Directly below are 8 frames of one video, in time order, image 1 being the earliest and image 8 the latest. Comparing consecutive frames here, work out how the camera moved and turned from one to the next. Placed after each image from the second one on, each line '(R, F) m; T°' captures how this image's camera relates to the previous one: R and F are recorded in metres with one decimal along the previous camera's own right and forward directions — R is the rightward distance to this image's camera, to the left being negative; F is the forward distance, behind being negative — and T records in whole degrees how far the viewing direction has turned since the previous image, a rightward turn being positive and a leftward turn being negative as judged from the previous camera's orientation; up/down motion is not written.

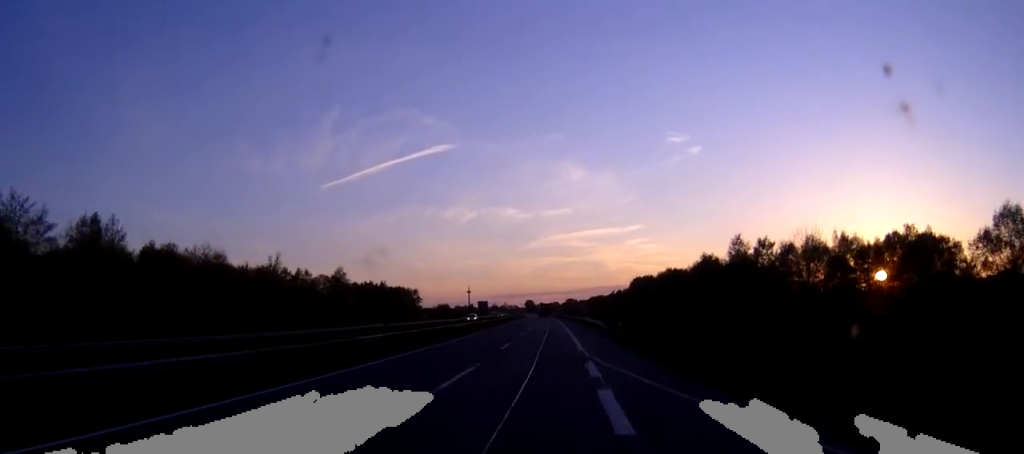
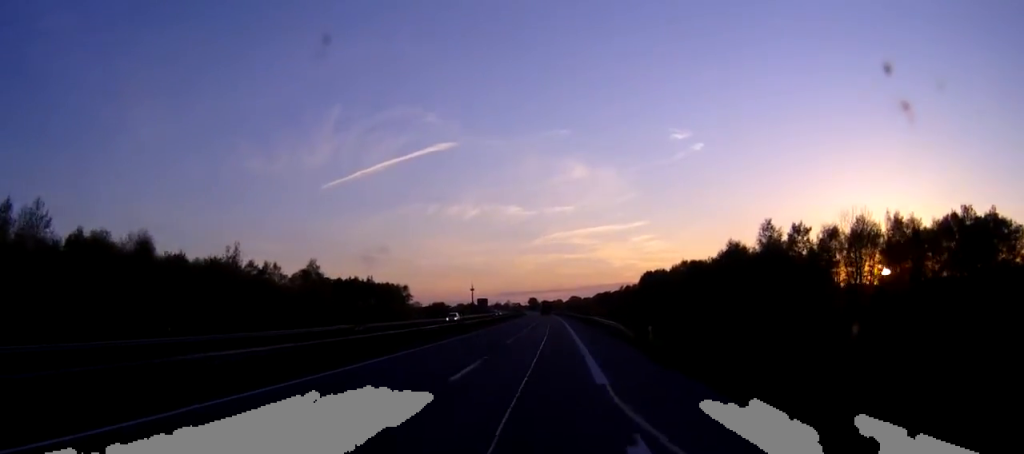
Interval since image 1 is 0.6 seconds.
(0.0, +16.4) m; 0°
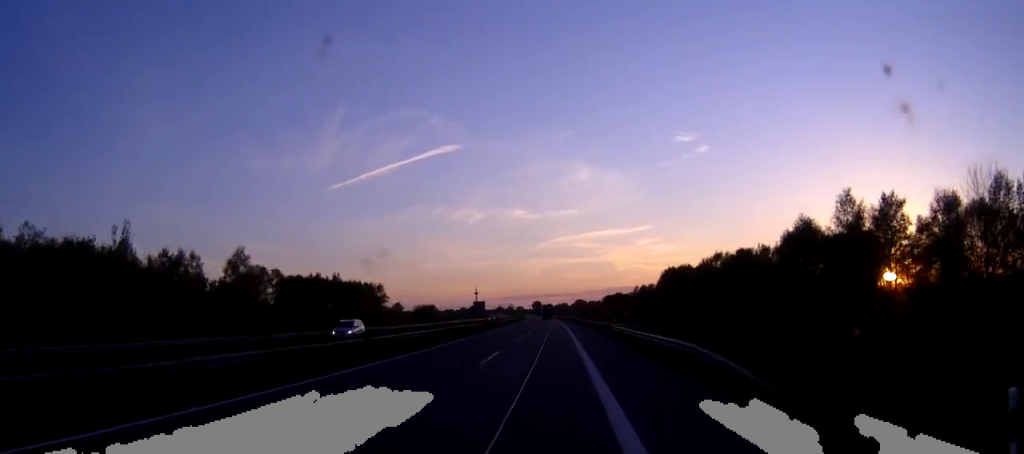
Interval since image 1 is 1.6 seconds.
(-0.1, +28.9) m; -1°
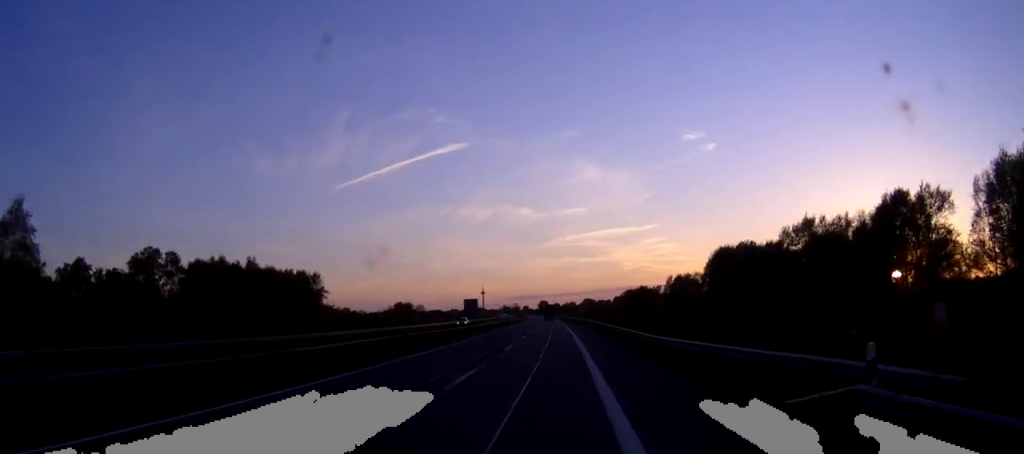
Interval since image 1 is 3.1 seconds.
(-0.3, +43.2) m; -1°
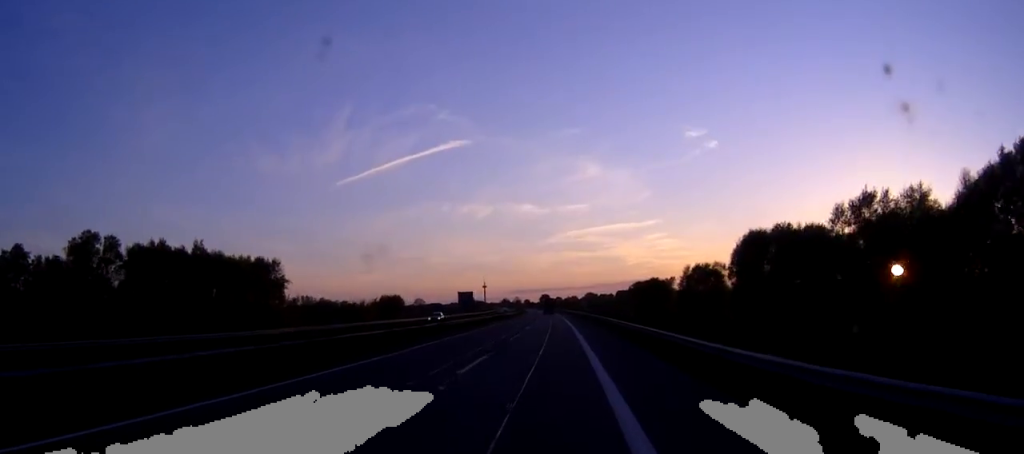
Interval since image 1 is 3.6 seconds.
(-0.1, +16.3) m; 0°
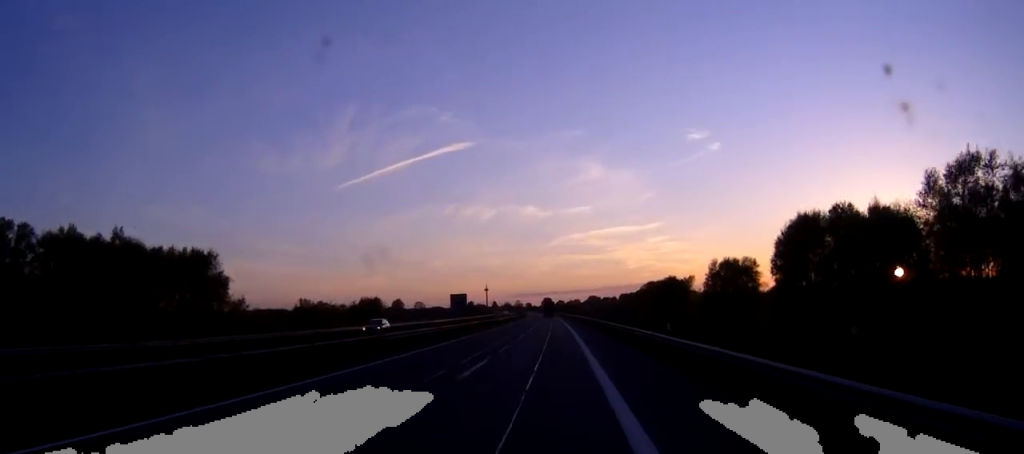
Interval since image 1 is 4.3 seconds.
(0.0, +18.2) m; 0°
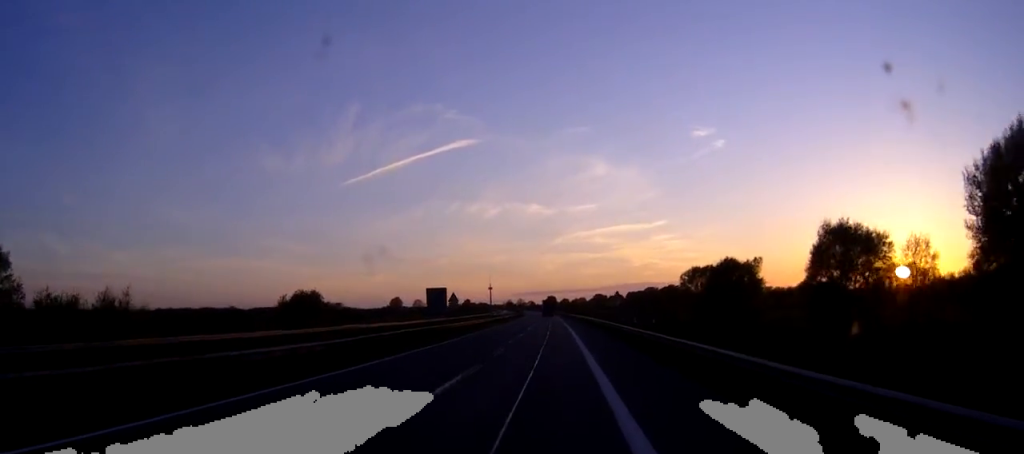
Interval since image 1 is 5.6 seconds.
(-0.1, +39.1) m; 0°
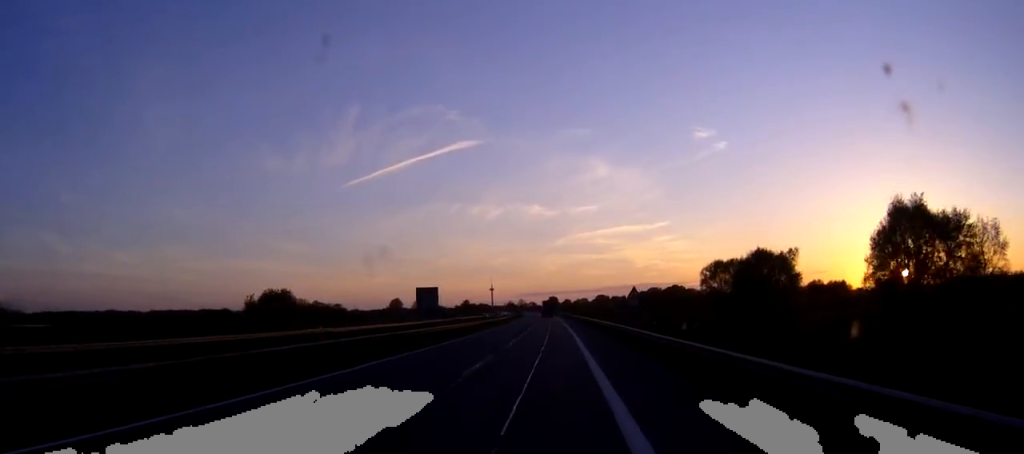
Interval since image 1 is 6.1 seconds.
(0.0, +12.4) m; 0°
